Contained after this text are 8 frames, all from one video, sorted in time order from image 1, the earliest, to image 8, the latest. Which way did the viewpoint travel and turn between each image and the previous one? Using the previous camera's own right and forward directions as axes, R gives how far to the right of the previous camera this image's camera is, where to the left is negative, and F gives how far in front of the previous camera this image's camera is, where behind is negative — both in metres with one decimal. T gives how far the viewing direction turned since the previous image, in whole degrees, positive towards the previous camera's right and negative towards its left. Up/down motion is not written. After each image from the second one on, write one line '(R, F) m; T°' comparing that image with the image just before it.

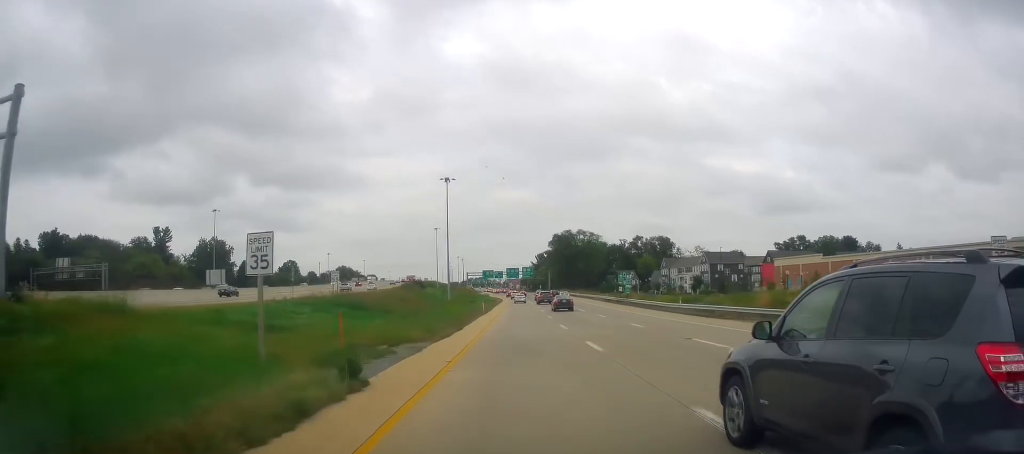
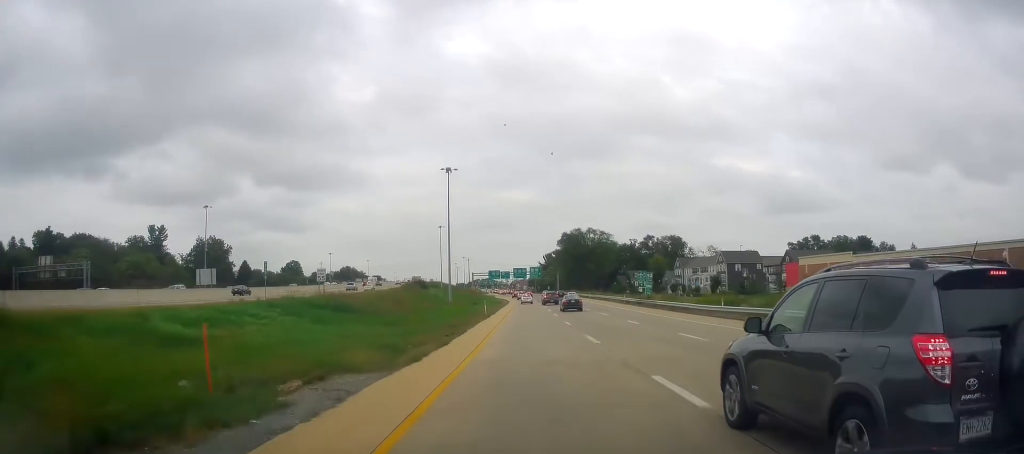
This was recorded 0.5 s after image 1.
(0.0, +9.8) m; +1°
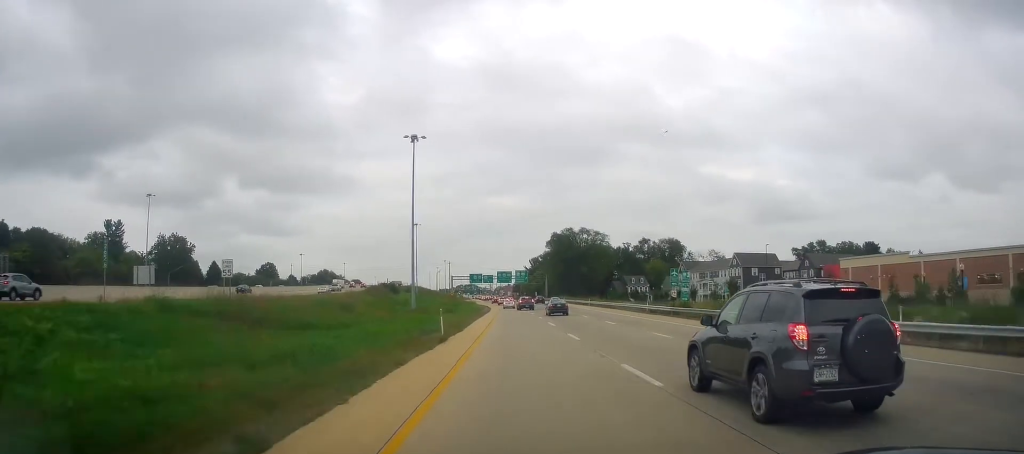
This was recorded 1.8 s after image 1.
(+0.7, +25.1) m; +2°
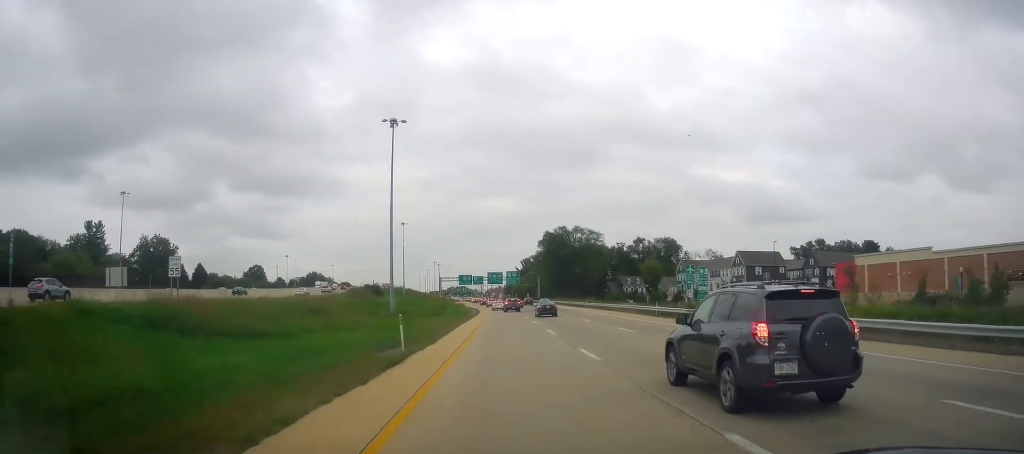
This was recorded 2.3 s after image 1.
(0.0, +7.8) m; 0°
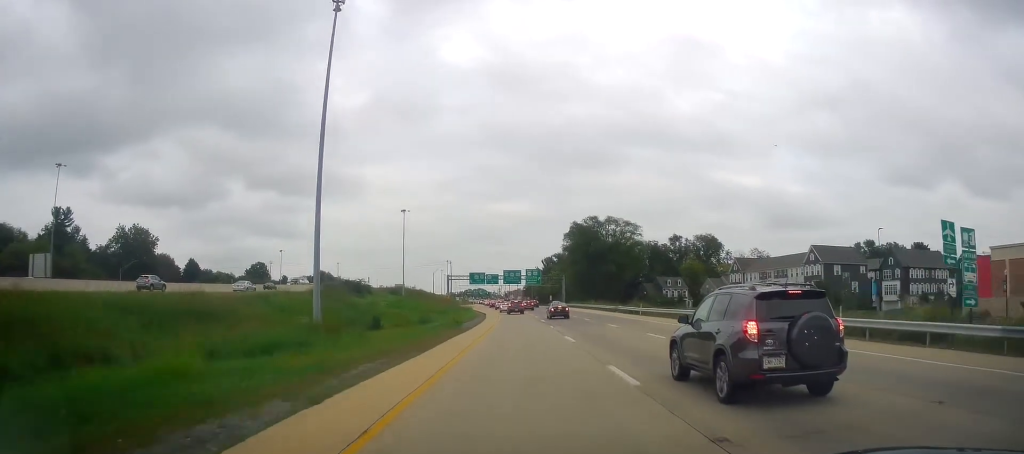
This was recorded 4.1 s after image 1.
(-0.2, +28.7) m; 0°
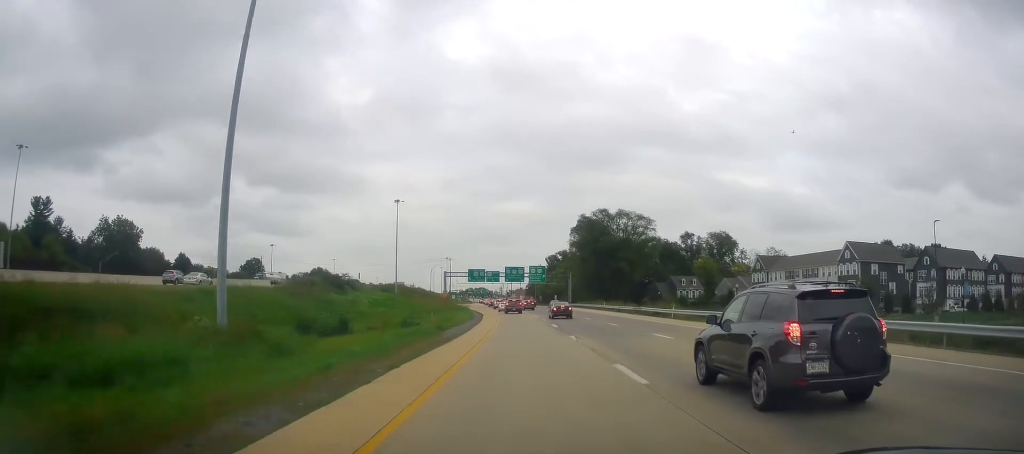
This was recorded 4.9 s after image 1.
(+0.1, +12.3) m; -1°
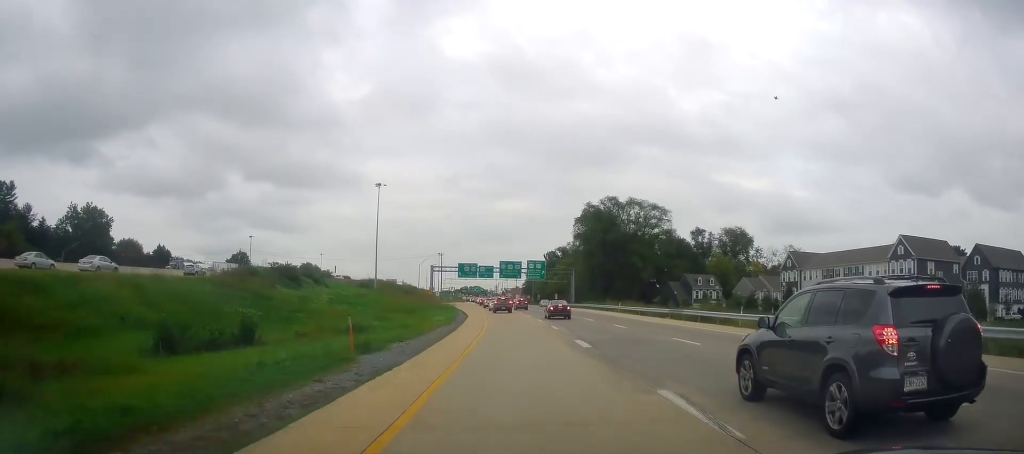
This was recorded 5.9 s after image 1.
(-0.6, +16.0) m; 0°
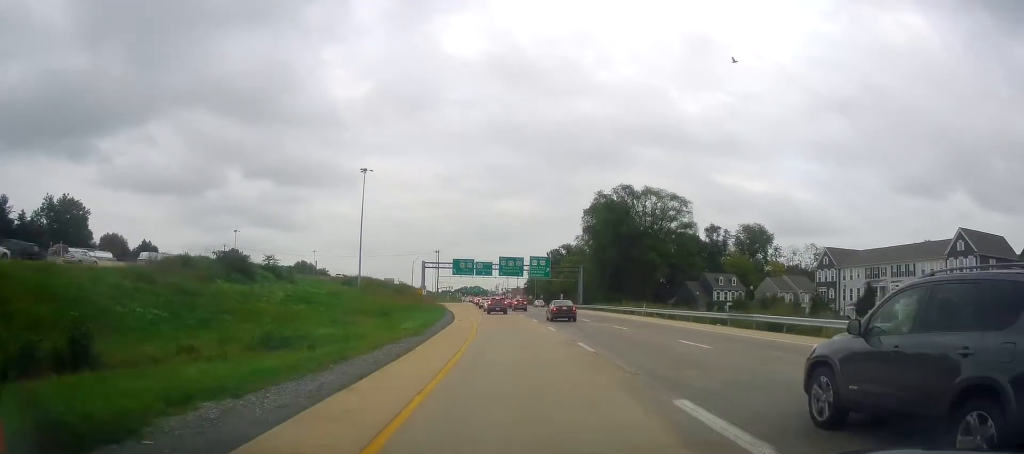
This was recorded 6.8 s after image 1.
(+0.5, +13.5) m; +2°
